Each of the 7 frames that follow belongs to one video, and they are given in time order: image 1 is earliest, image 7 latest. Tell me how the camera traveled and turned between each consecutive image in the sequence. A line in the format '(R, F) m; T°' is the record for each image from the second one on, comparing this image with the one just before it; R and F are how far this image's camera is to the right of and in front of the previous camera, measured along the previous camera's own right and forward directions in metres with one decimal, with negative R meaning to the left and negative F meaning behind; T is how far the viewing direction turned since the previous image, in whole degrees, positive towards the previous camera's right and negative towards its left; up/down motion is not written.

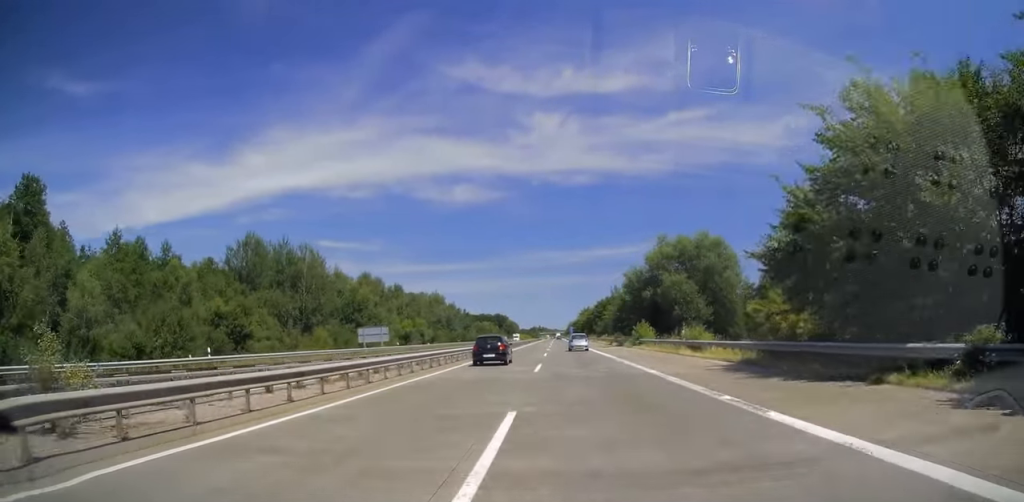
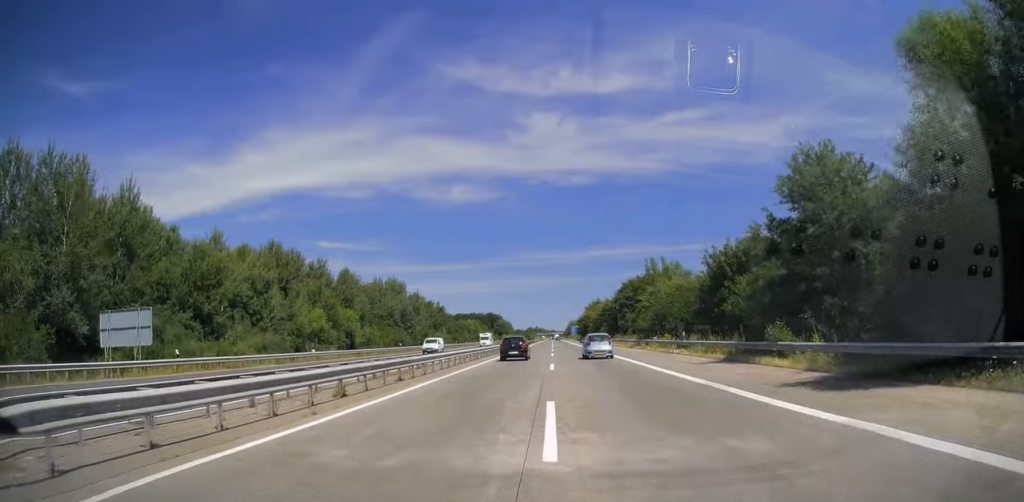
(+0.1, +52.2) m; 0°
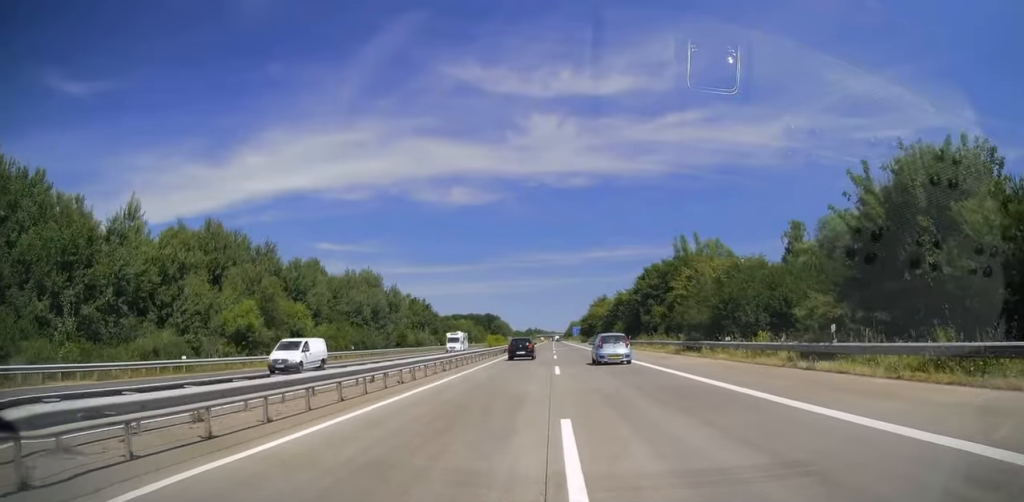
(-0.2, +20.8) m; 0°
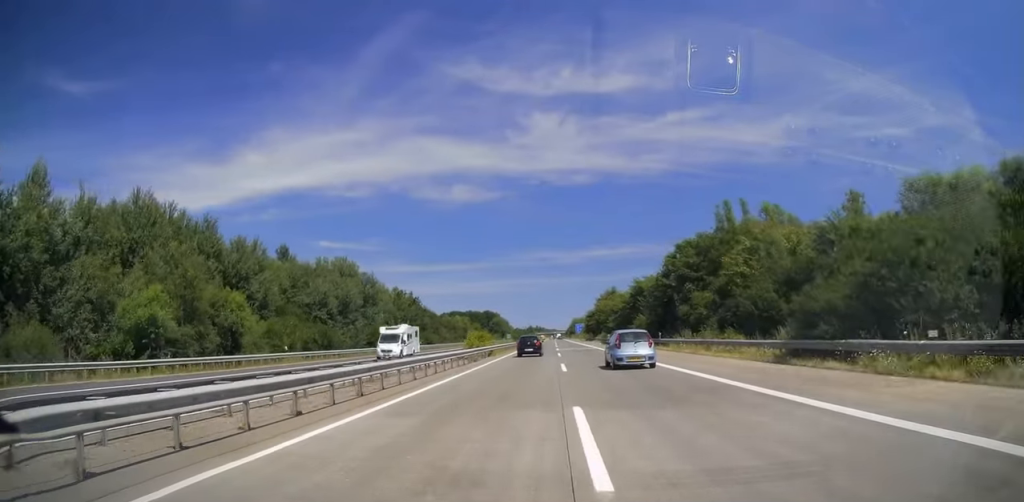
(0.0, +17.2) m; 0°
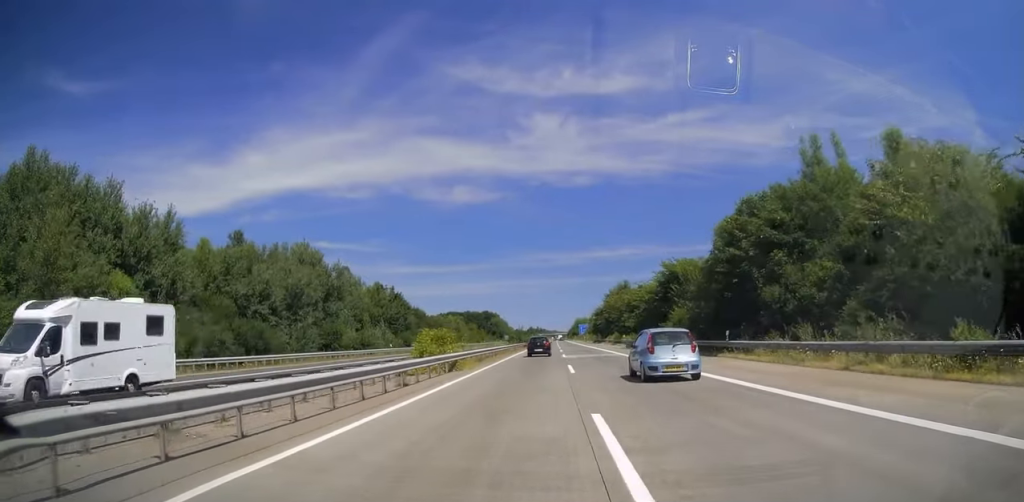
(+0.2, +18.7) m; 0°
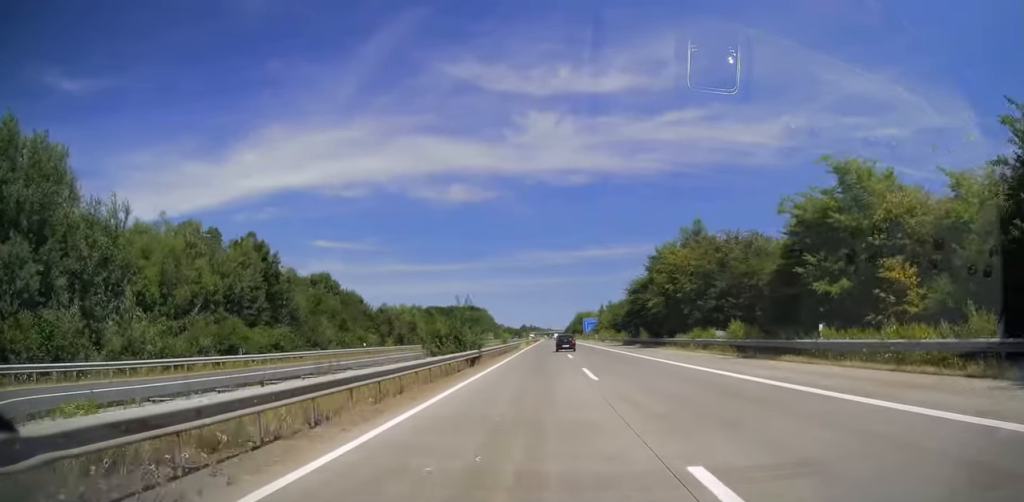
(0.0, +58.4) m; 0°
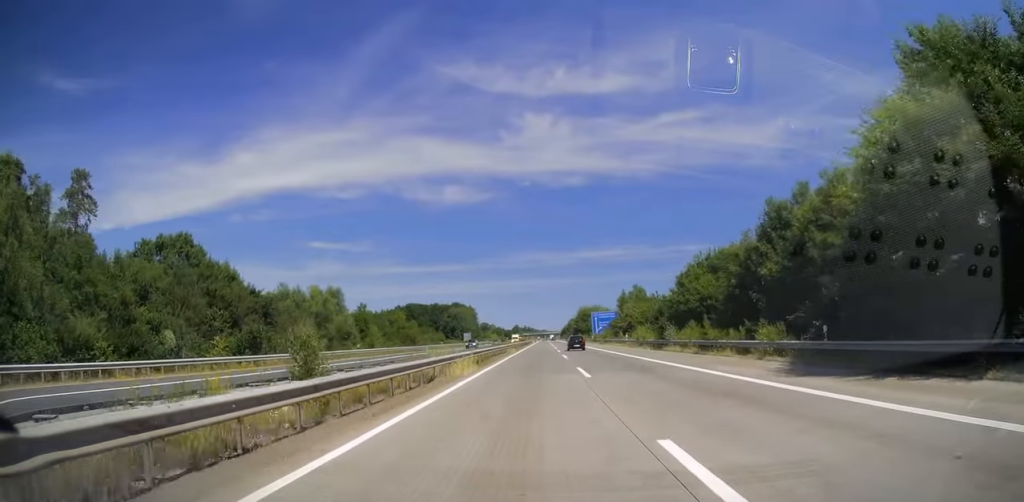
(+0.1, +52.6) m; 0°
